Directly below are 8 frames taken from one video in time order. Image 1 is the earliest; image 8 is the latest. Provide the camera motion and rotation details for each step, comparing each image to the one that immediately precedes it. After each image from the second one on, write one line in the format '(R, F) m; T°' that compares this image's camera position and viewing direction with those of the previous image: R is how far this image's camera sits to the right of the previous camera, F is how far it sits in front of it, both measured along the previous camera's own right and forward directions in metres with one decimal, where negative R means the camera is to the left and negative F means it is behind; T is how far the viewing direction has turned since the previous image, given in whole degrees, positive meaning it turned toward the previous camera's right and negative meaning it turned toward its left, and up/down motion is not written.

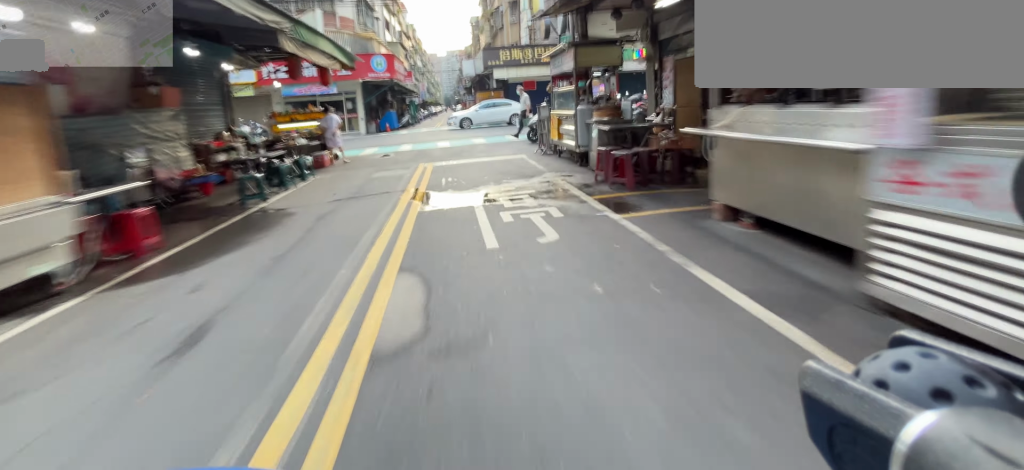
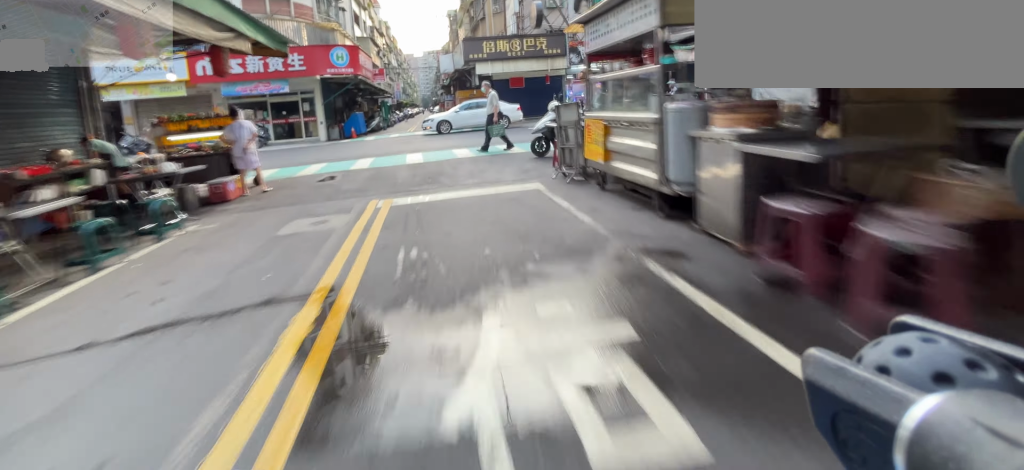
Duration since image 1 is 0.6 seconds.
(0.0, +3.3) m; -1°
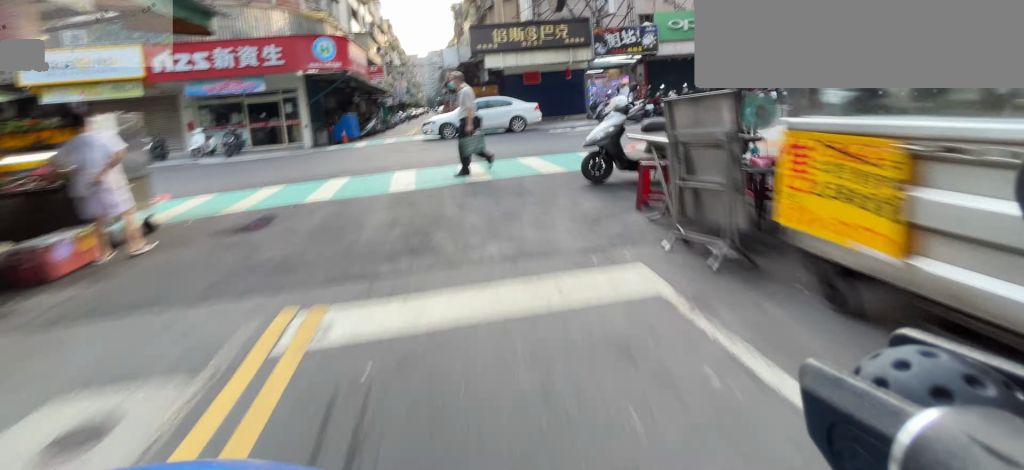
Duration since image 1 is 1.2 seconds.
(-0.1, +3.2) m; -1°
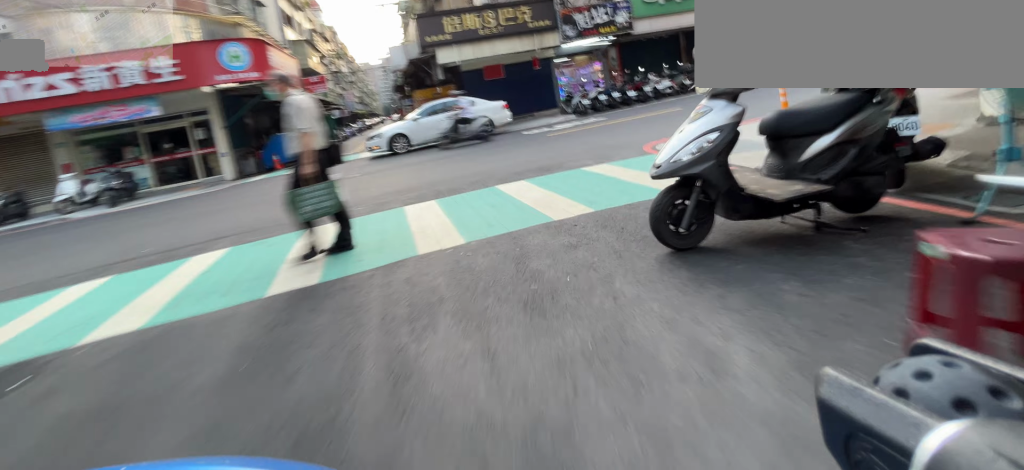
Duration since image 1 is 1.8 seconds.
(0.0, +3.1) m; 0°
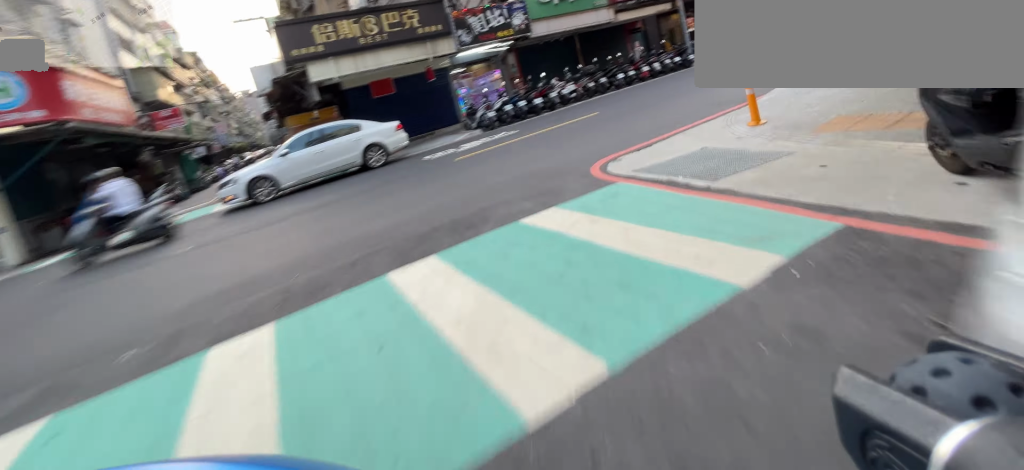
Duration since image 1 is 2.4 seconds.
(0.0, +2.6) m; +7°
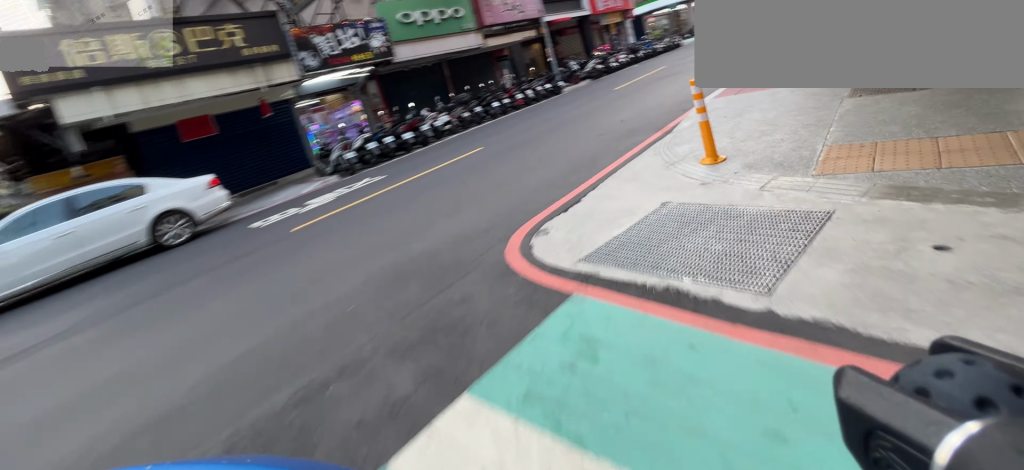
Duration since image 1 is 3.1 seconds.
(-0.2, +2.6) m; +27°
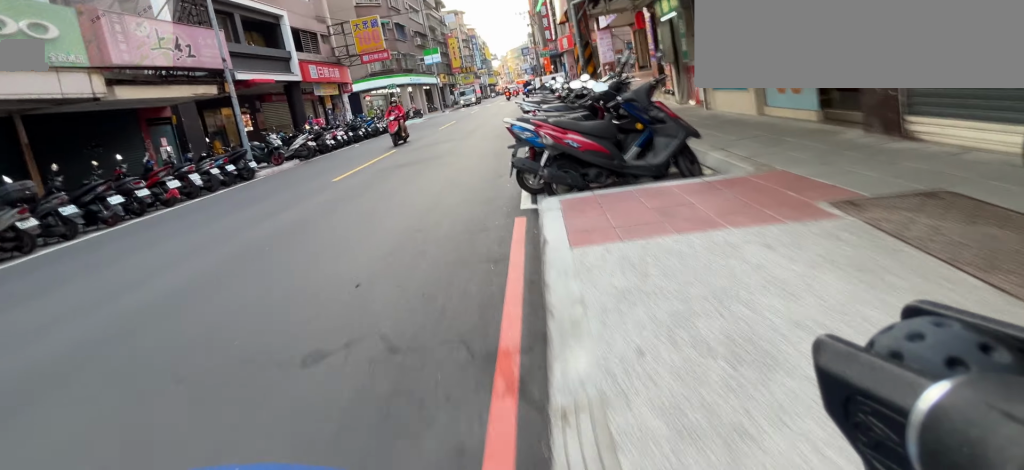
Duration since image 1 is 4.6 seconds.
(+3.0, +3.7) m; +45°
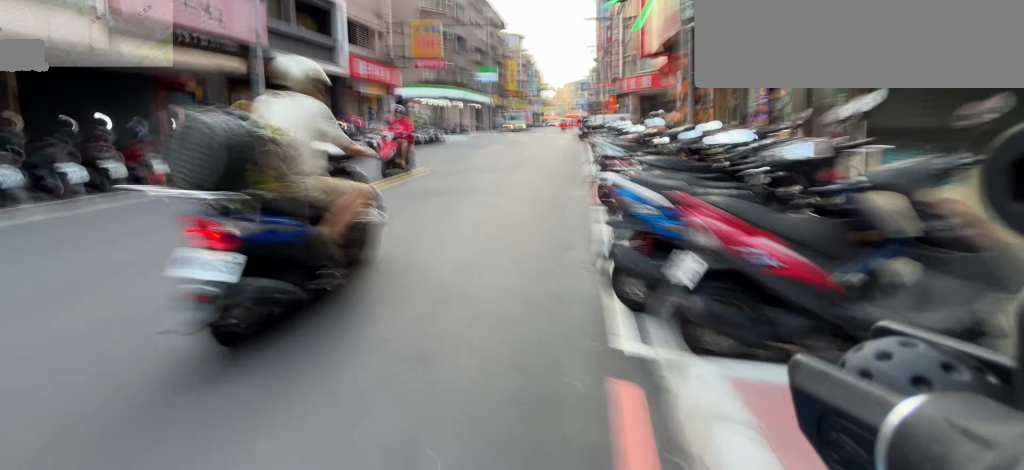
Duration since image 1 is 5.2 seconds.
(0.0, +2.2) m; 0°
